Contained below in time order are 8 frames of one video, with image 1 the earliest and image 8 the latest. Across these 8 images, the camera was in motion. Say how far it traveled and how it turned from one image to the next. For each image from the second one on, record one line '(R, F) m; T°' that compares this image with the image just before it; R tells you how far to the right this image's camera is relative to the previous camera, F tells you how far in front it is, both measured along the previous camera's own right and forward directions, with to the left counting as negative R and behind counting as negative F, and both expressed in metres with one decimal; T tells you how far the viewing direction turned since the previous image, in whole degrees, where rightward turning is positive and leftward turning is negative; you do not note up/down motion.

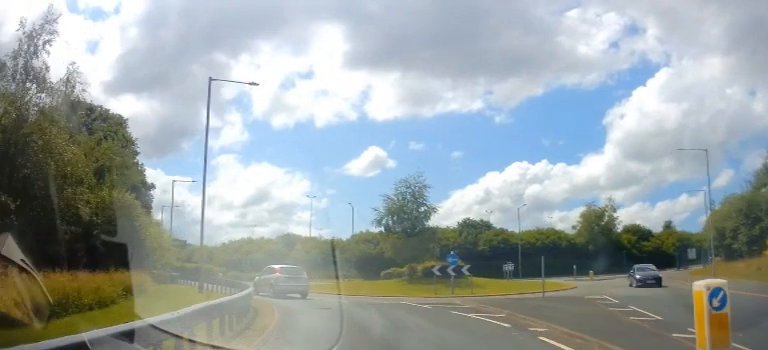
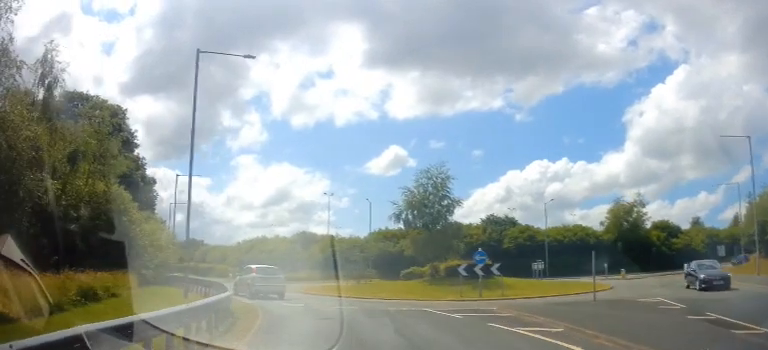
(+0.2, +3.3) m; -1°
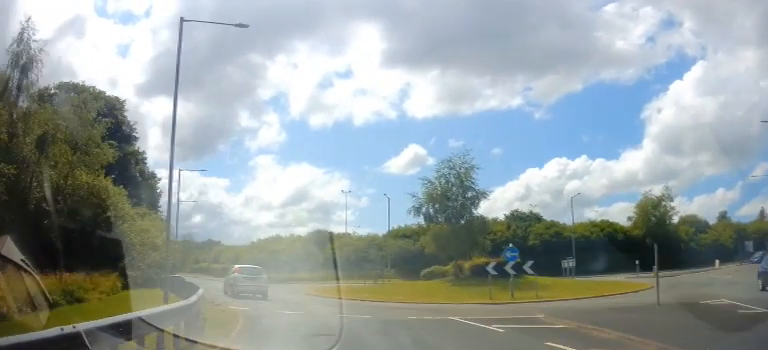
(+0.3, +3.0) m; -1°
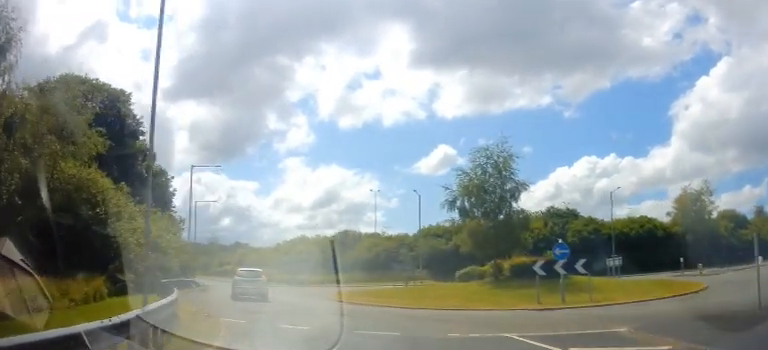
(-0.4, +3.0) m; -4°
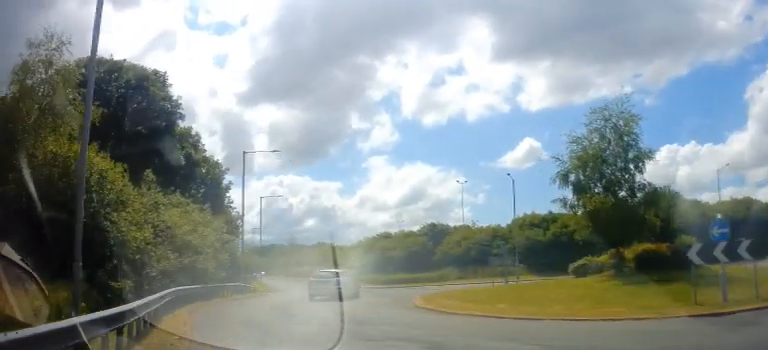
(-0.4, +6.0) m; -9°
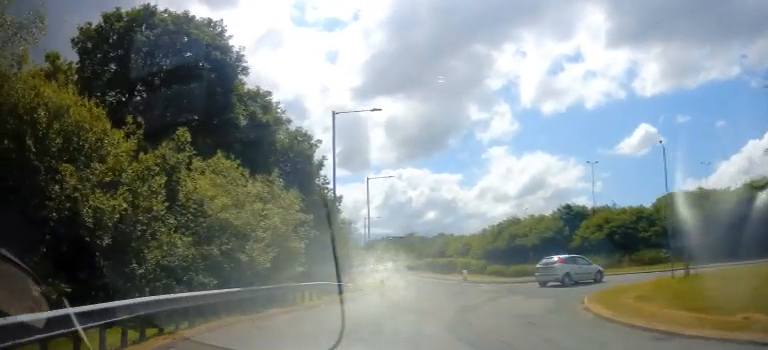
(-1.0, +7.5) m; -14°
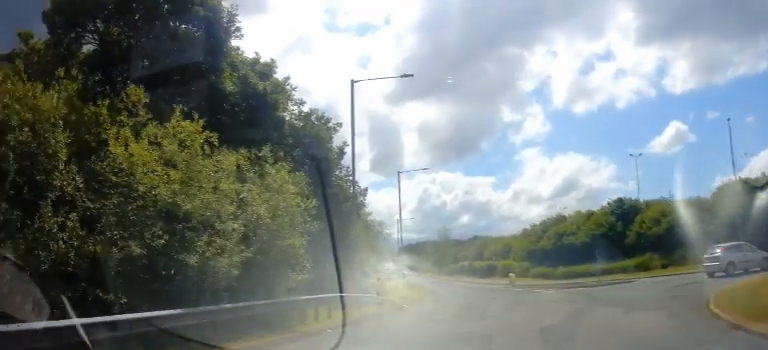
(-0.3, +5.2) m; -3°
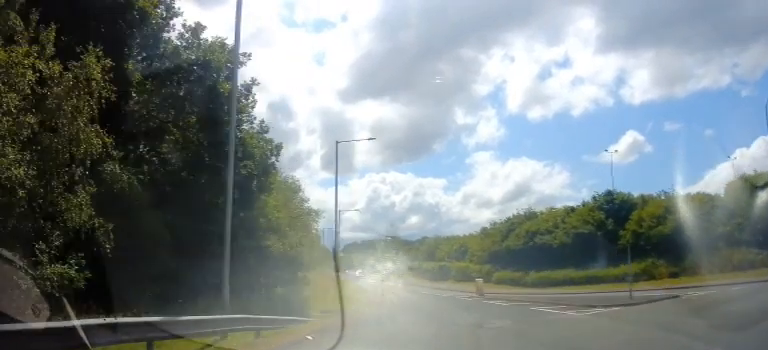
(-0.1, +8.7) m; 0°
